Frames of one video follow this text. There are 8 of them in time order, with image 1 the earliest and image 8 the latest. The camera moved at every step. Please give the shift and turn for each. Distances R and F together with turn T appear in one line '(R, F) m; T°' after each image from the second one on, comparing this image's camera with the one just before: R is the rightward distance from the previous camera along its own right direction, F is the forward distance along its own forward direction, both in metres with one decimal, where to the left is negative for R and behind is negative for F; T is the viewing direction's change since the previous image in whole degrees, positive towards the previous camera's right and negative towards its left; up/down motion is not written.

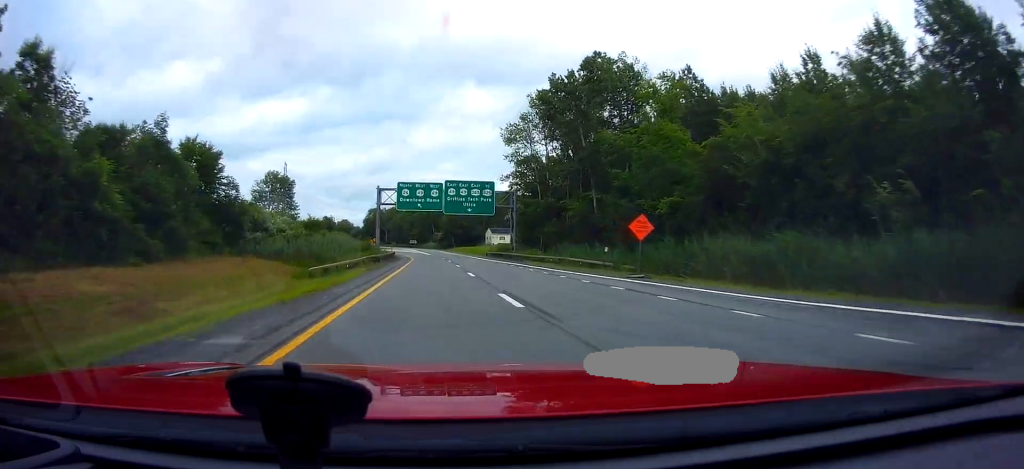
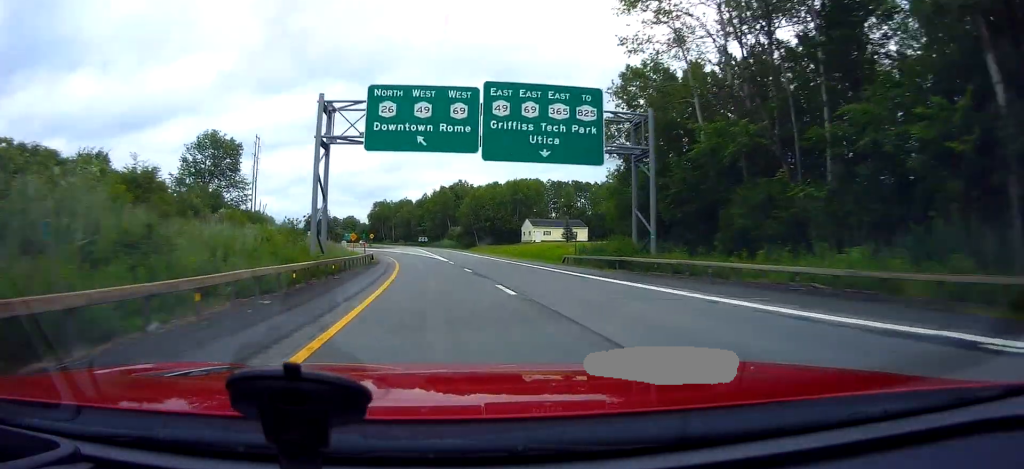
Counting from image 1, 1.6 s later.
(+1.3, +45.8) m; -1°
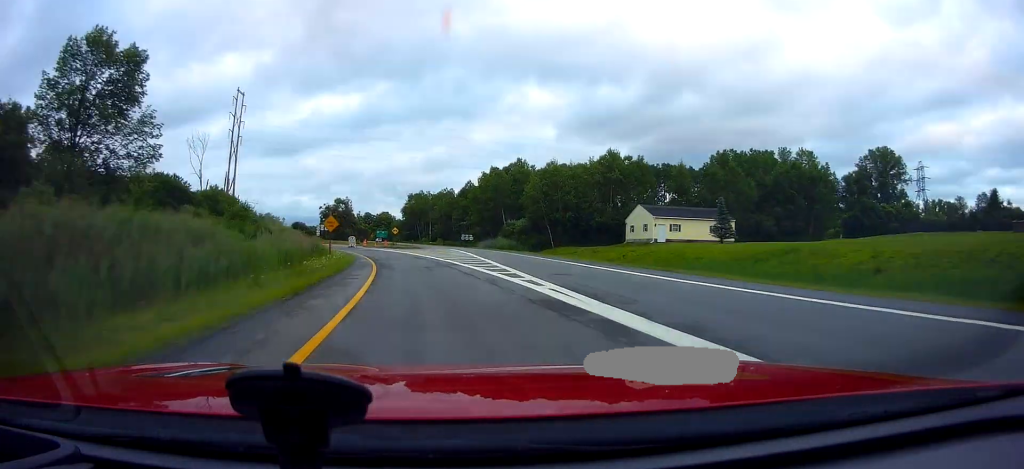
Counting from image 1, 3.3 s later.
(-3.0, +43.7) m; -4°
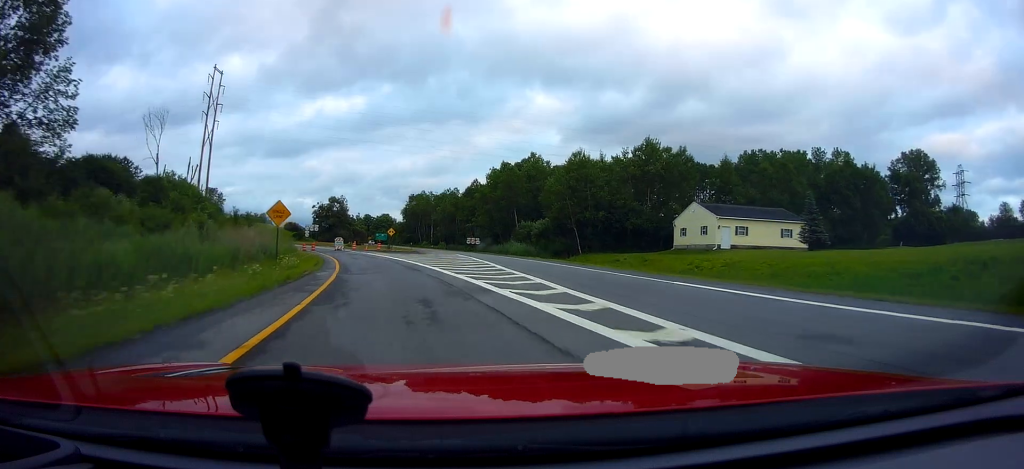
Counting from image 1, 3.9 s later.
(0.0, +15.1) m; 0°
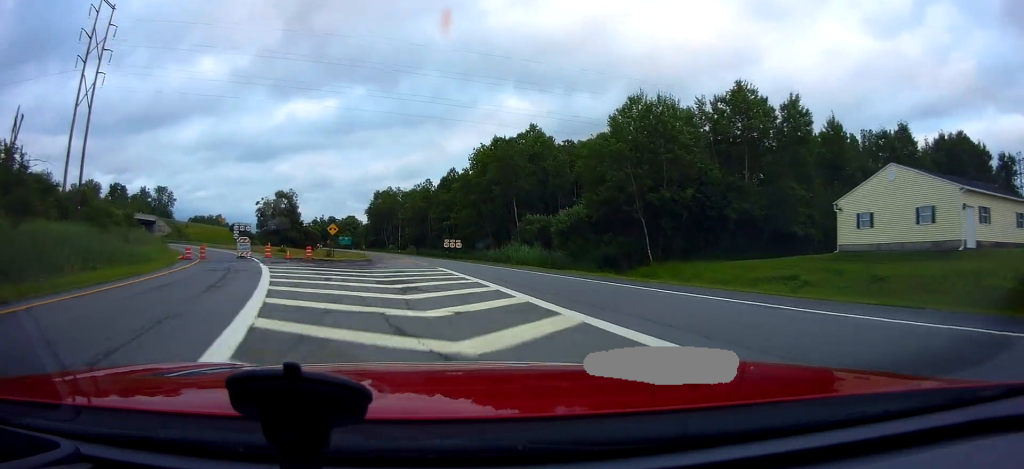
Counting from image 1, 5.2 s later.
(-0.1, +31.2) m; +1°
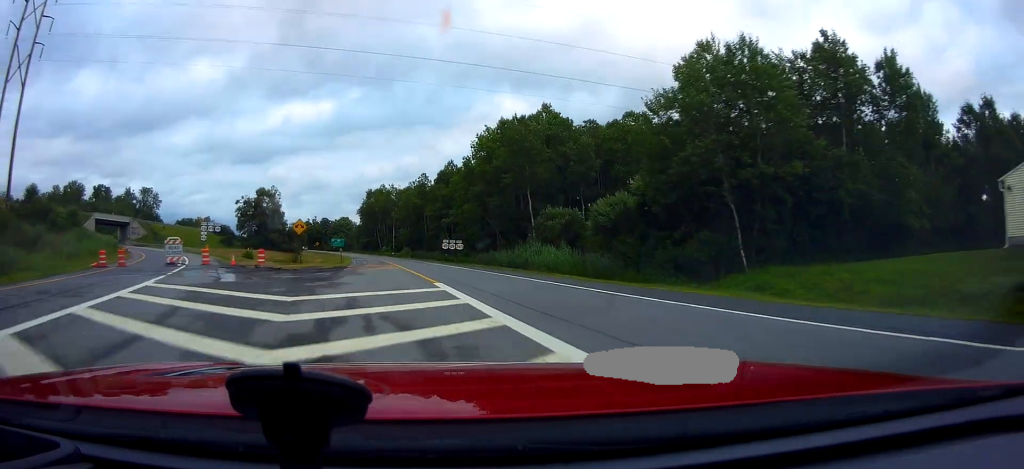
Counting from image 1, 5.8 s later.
(0.0, +13.5) m; +1°
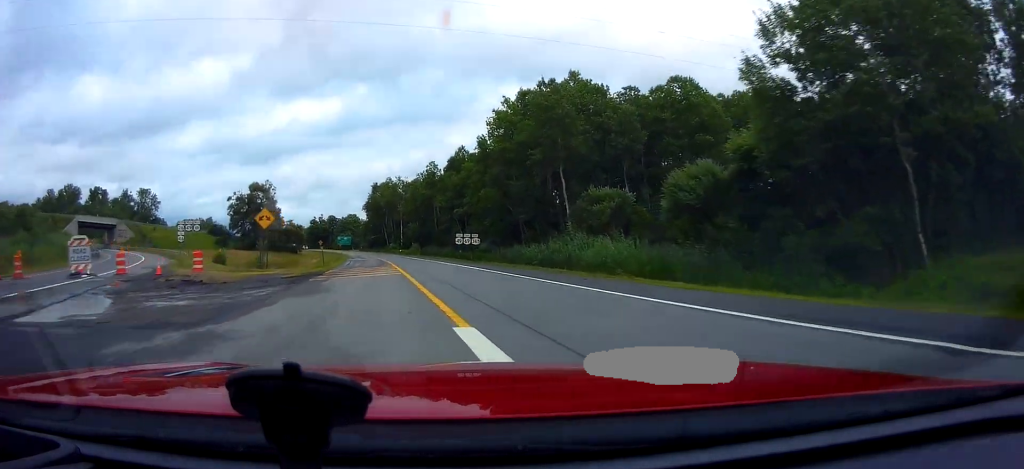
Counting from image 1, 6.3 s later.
(+0.5, +11.8) m; 0°
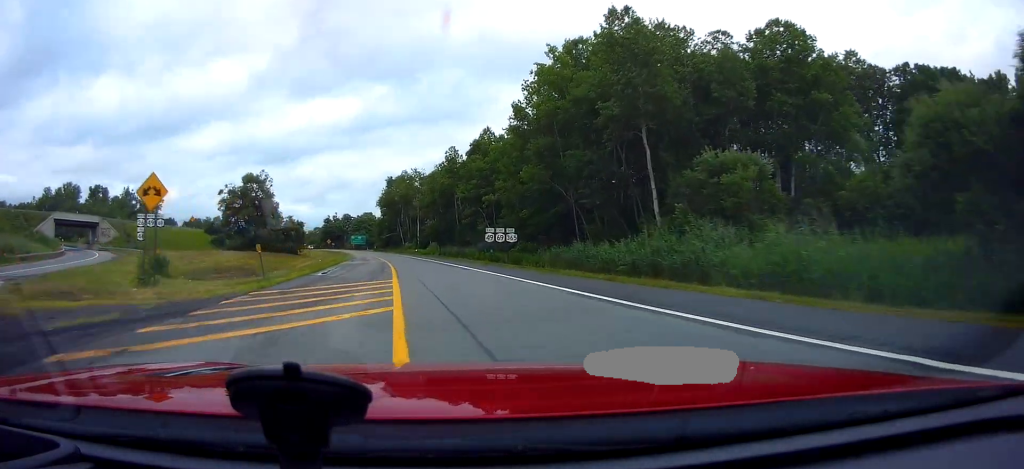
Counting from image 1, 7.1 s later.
(-0.1, +16.1) m; -2°
